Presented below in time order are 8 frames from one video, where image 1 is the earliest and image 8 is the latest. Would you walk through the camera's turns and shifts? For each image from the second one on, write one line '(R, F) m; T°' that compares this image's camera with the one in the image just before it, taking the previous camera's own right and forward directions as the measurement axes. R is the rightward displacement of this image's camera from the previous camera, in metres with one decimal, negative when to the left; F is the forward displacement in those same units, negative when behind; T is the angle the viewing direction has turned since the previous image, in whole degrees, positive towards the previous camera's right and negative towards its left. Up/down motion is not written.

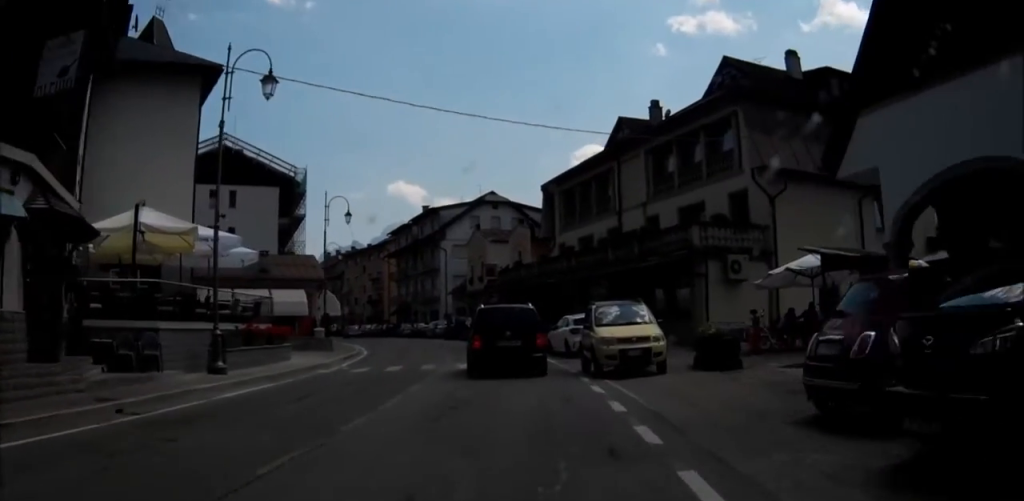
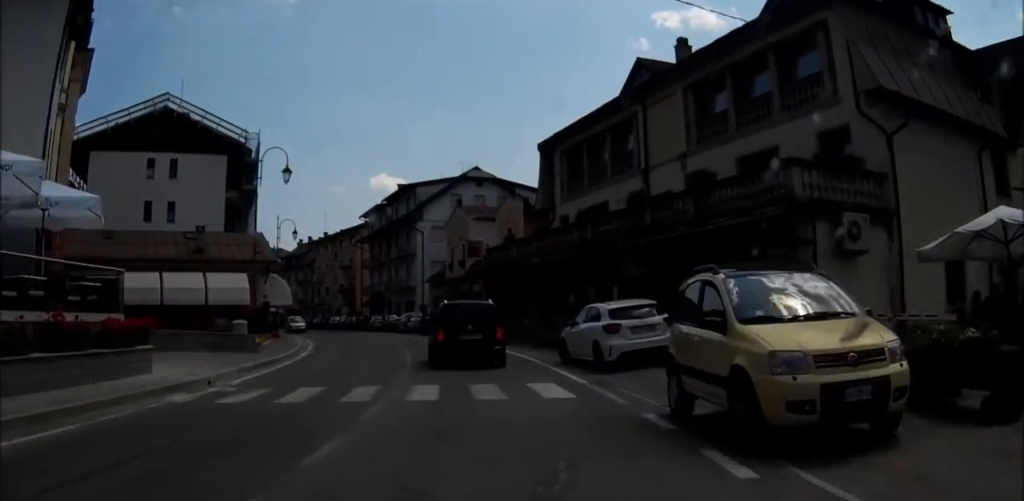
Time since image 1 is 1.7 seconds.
(-0.1, +10.9) m; -1°
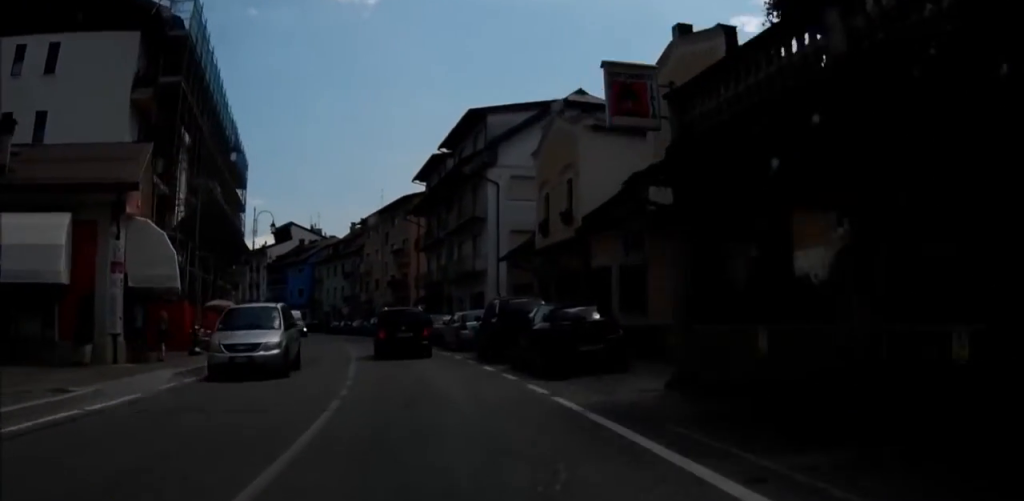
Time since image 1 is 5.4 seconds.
(-1.2, +26.2) m; -8°
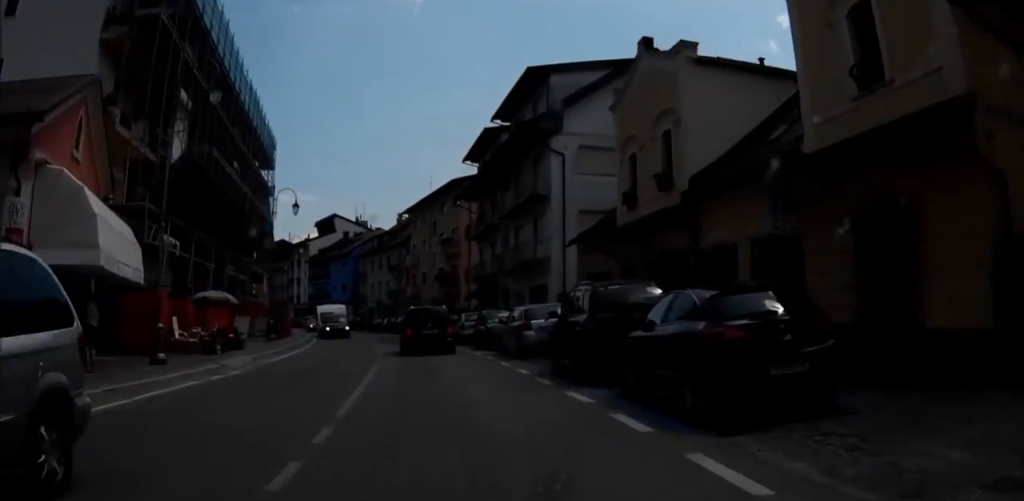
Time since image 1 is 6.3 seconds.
(-0.3, +7.0) m; -3°
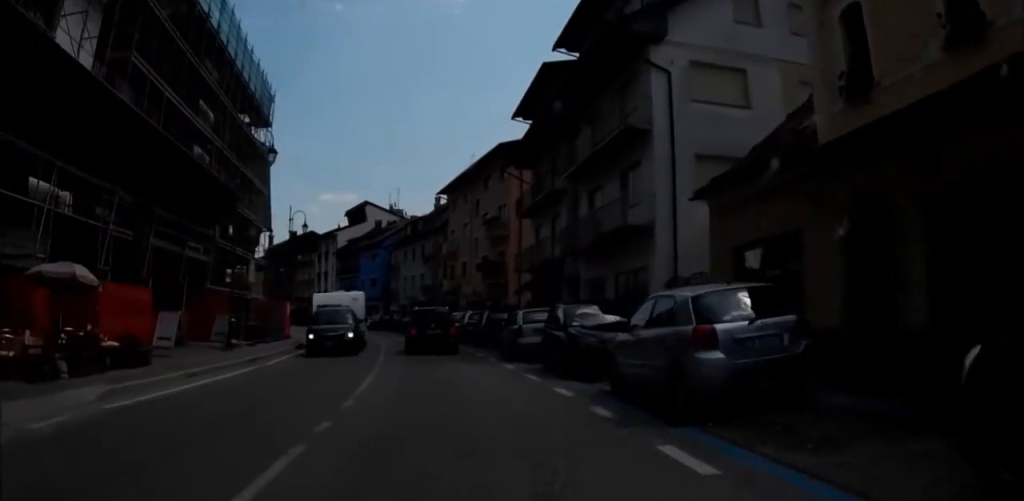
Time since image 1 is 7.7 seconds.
(-0.4, +11.9) m; -5°
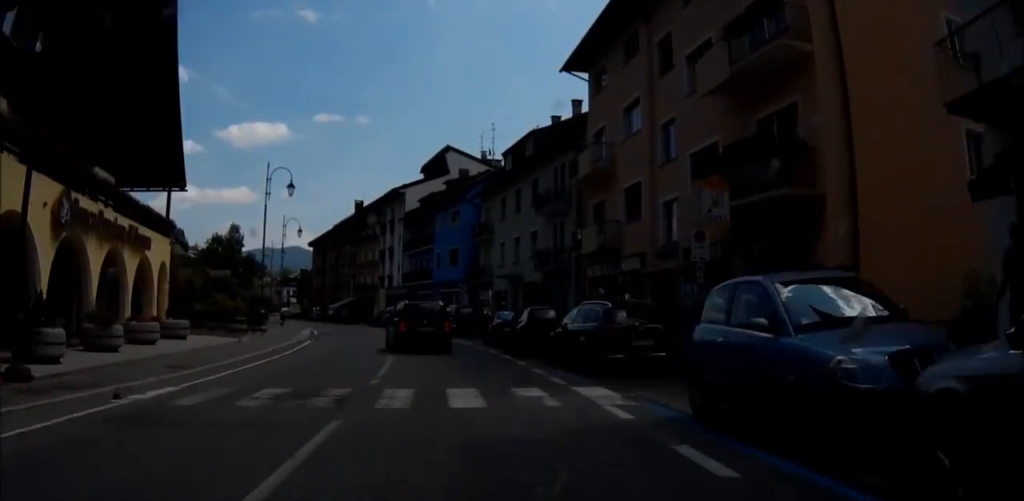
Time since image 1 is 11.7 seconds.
(-2.4, +29.9) m; -9°
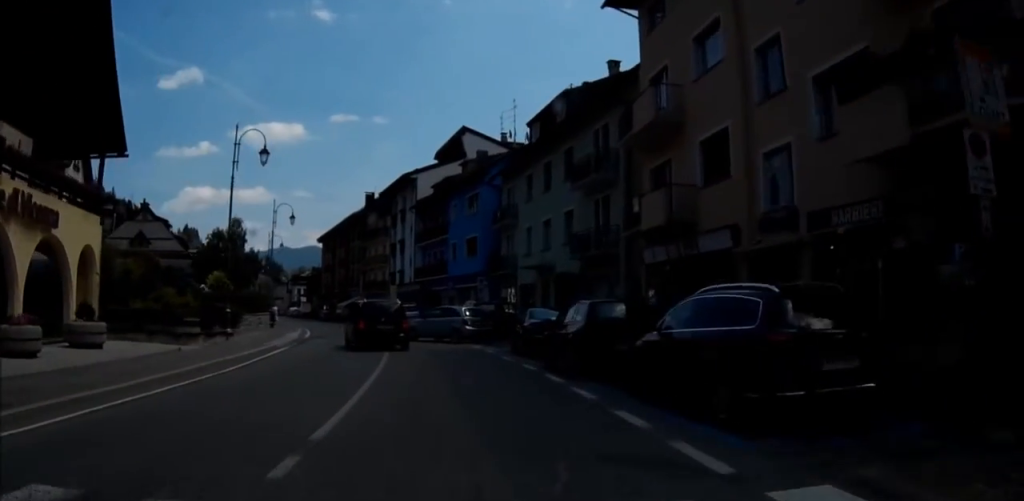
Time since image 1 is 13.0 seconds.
(-0.4, +7.6) m; -2°
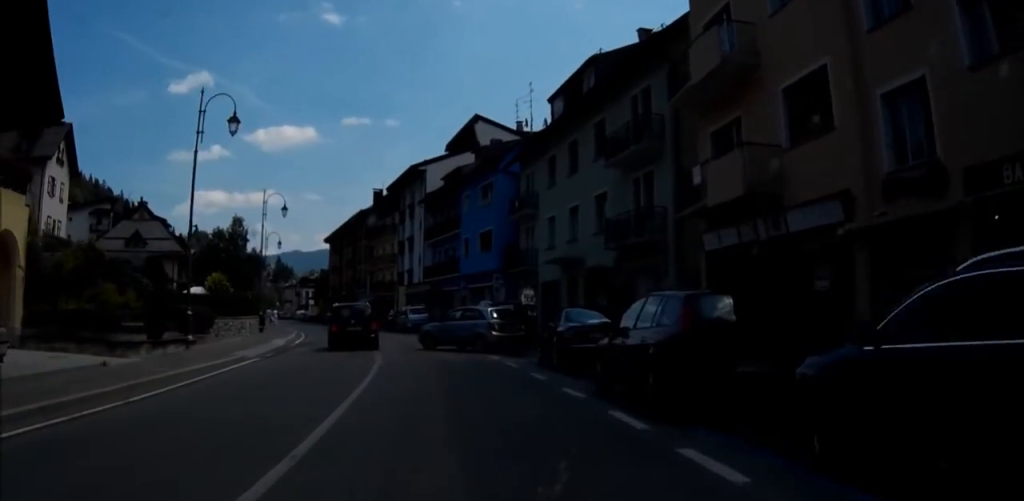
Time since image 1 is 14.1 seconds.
(-0.1, +6.0) m; -1°
